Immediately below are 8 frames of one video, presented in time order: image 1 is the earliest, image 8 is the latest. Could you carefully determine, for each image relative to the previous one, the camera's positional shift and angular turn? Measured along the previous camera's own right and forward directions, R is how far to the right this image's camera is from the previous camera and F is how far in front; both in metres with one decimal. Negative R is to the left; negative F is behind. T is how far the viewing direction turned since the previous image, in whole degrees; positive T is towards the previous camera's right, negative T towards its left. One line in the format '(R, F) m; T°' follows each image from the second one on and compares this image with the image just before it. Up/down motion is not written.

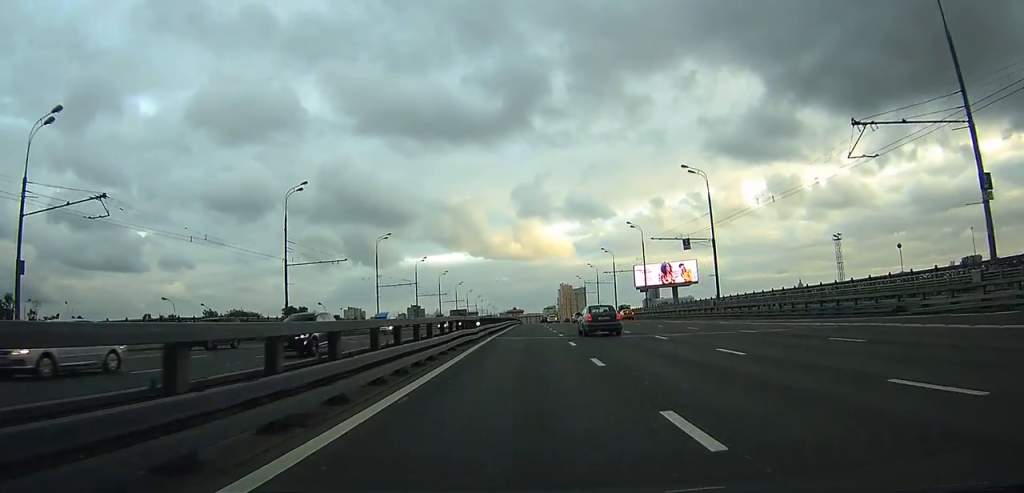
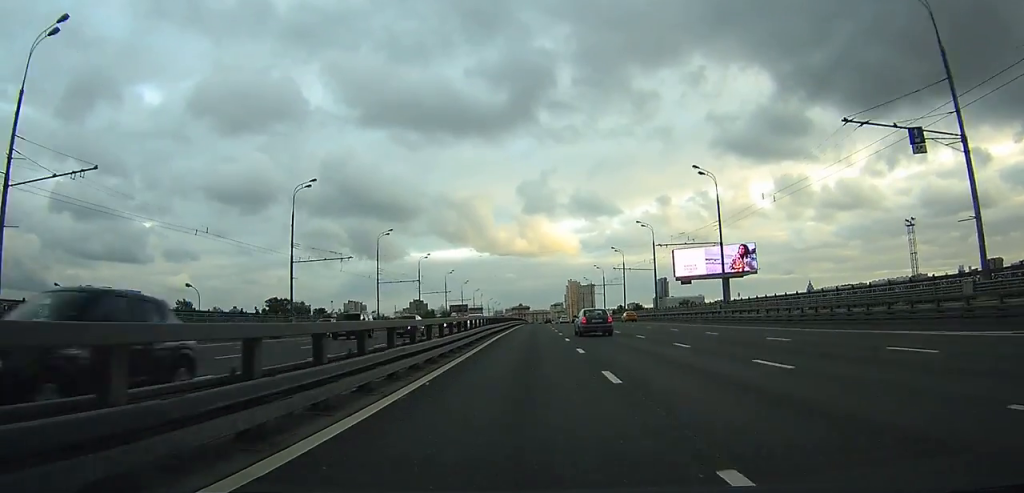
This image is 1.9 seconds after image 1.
(0.0, +34.6) m; 0°
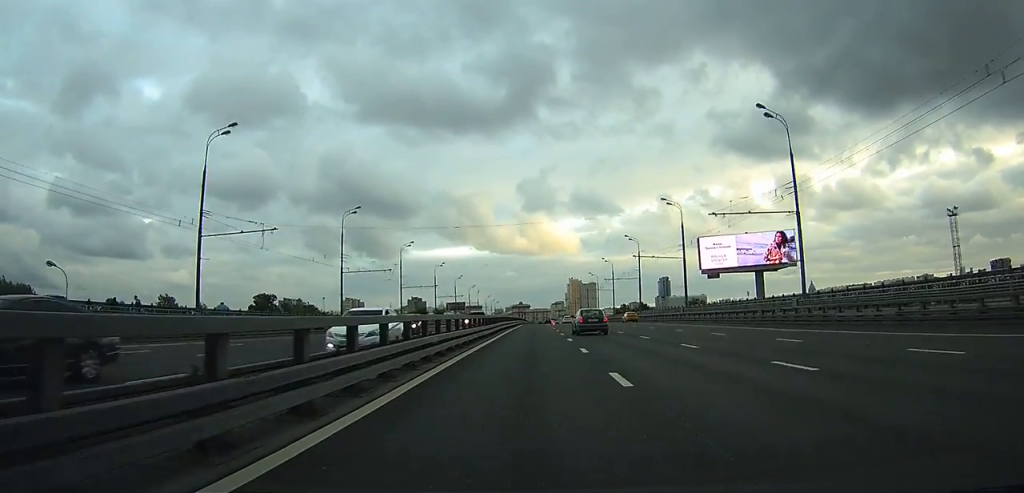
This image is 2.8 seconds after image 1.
(0.0, +16.8) m; 0°
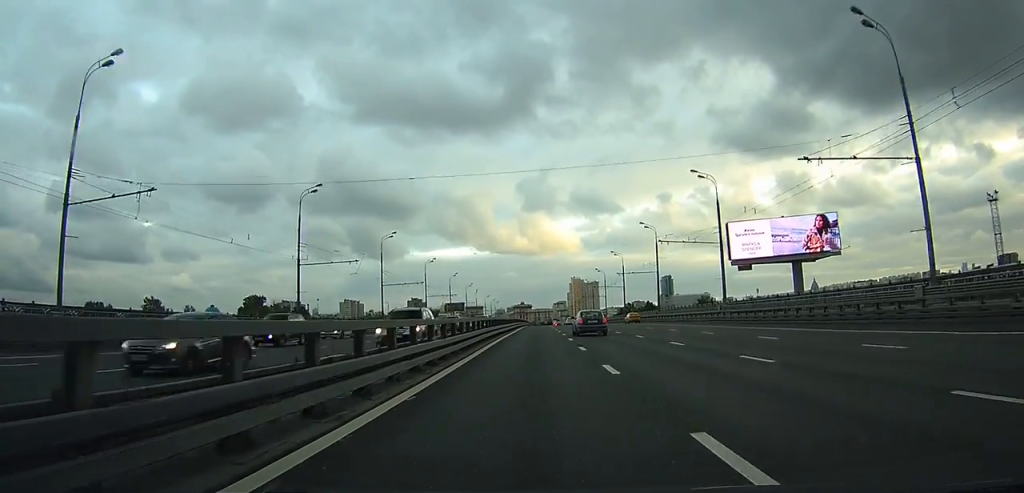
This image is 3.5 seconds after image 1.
(0.0, +13.7) m; 0°
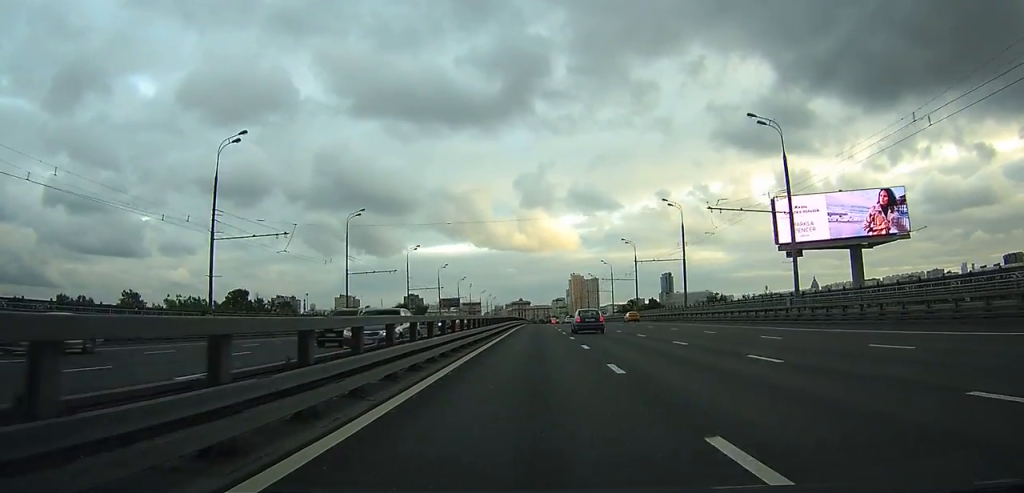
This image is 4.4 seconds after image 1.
(-0.1, +16.2) m; -1°
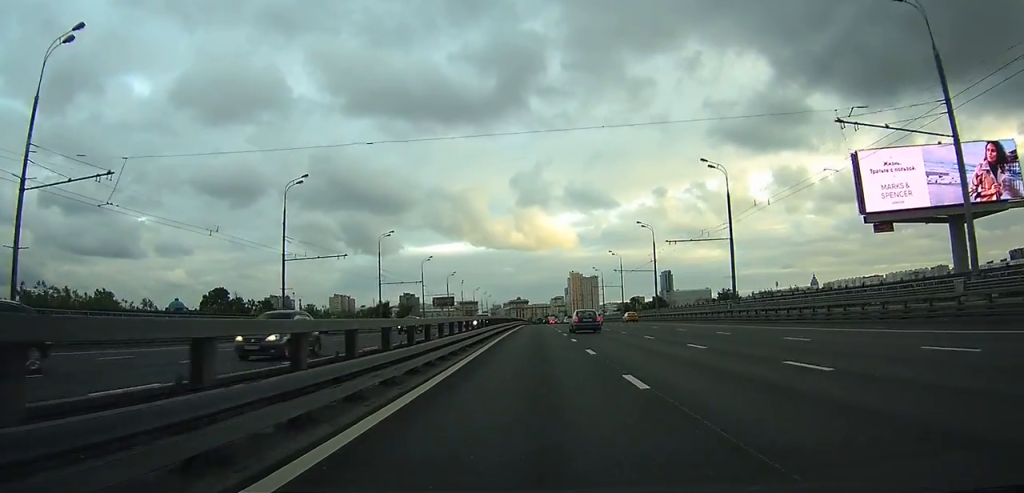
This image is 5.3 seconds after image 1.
(-0.1, +18.2) m; 0°
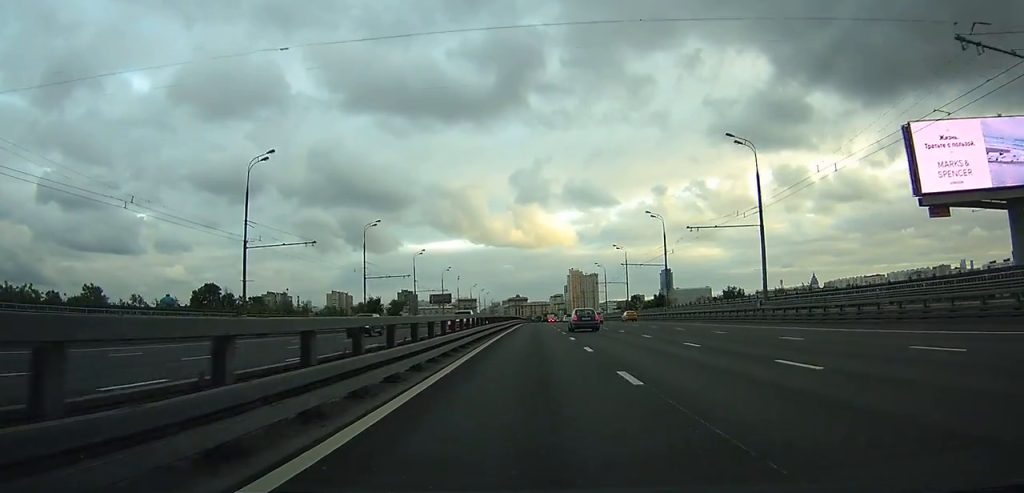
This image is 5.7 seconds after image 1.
(0.0, +7.6) m; 0°
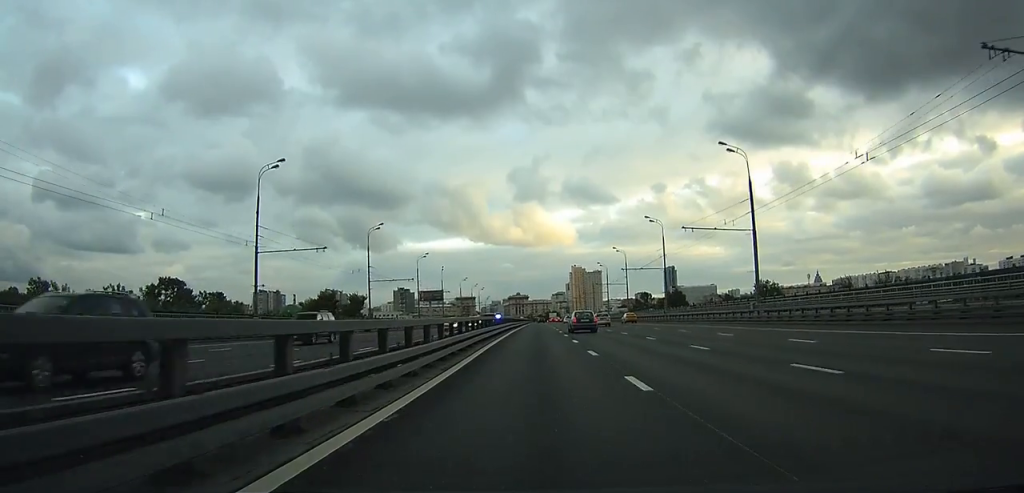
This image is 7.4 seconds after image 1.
(+0.3, +32.5) m; +1°
